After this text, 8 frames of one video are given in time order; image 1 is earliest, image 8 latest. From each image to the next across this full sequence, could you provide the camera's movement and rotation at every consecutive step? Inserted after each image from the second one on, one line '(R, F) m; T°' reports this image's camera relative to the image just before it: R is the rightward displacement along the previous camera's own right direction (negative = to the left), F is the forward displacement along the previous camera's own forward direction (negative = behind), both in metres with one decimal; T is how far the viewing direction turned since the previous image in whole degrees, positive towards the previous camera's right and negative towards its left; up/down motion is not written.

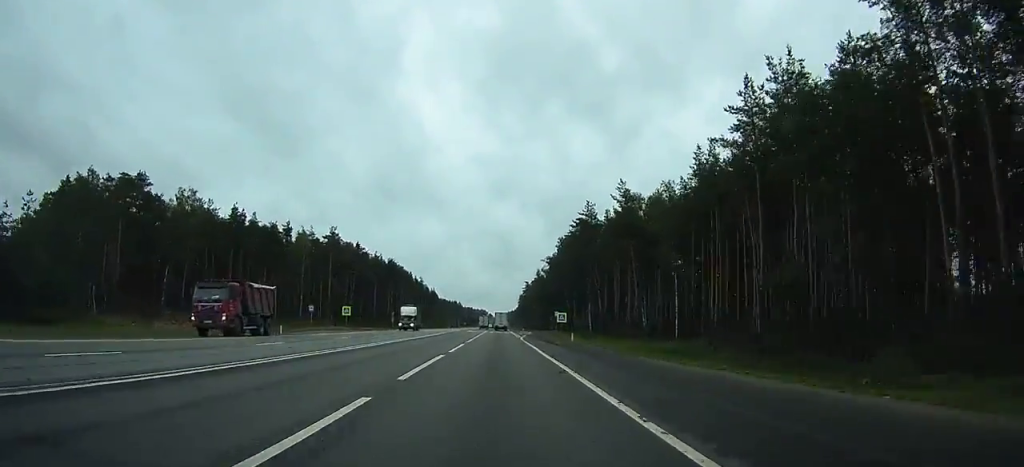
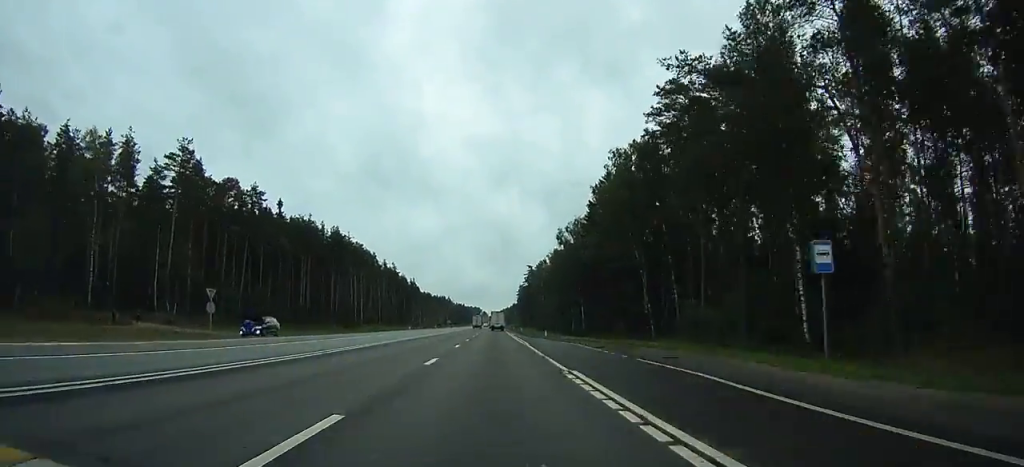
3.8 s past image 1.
(+0.1, +73.0) m; 0°
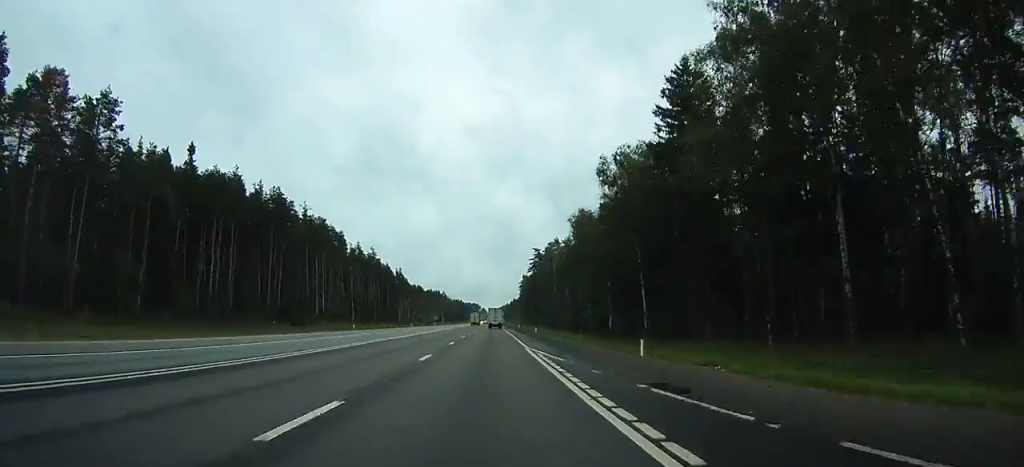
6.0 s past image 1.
(+0.2, +39.9) m; 0°
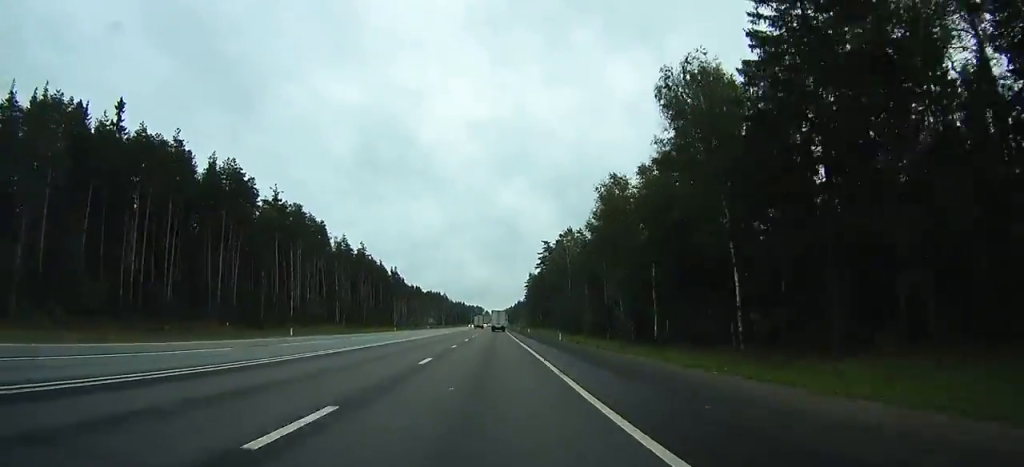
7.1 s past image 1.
(0.0, +20.7) m; 0°
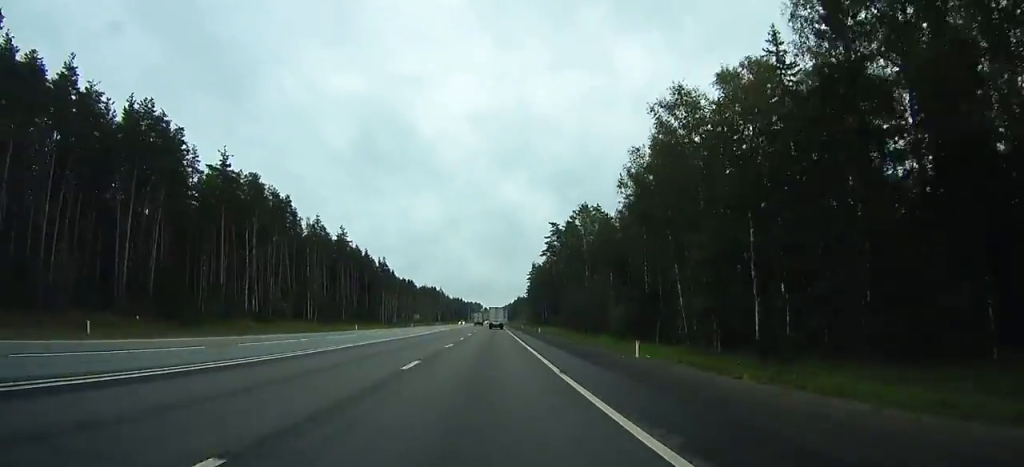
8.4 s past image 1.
(0.0, +24.2) m; 0°
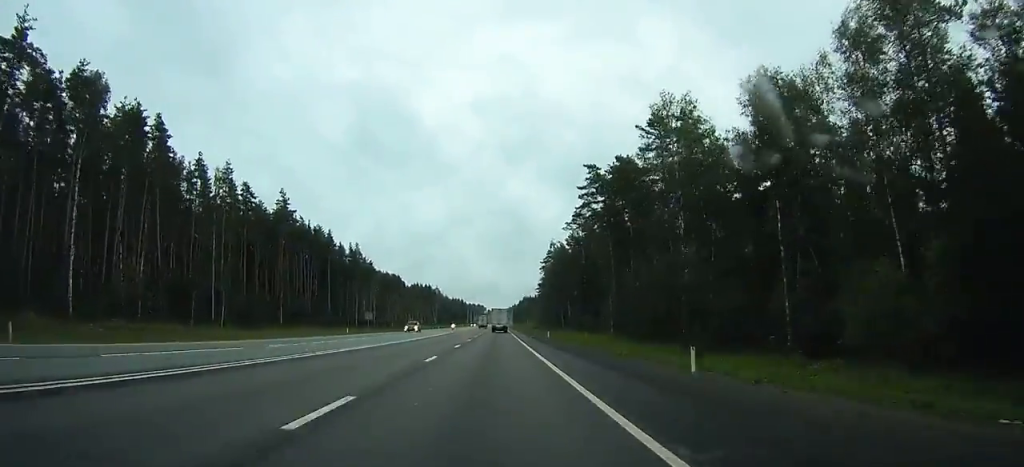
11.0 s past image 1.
(-0.1, +52.8) m; 0°
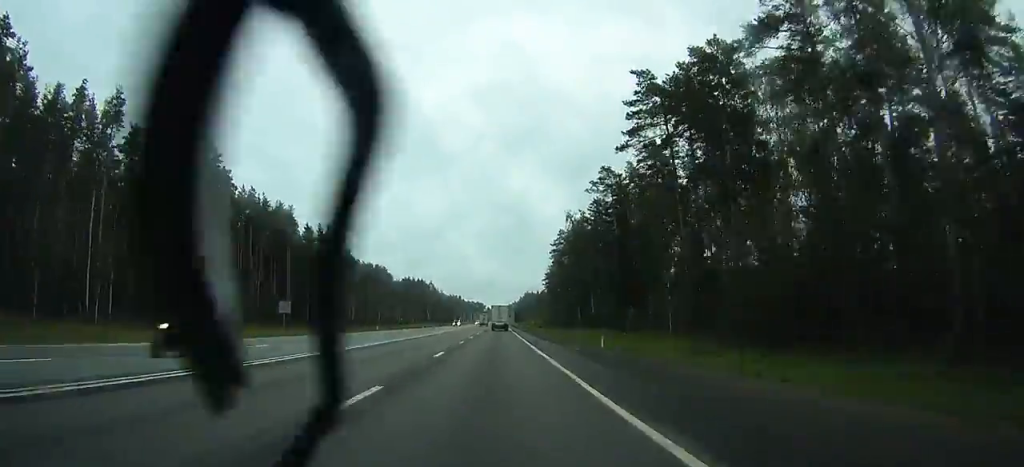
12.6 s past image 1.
(-0.1, +34.1) m; 0°
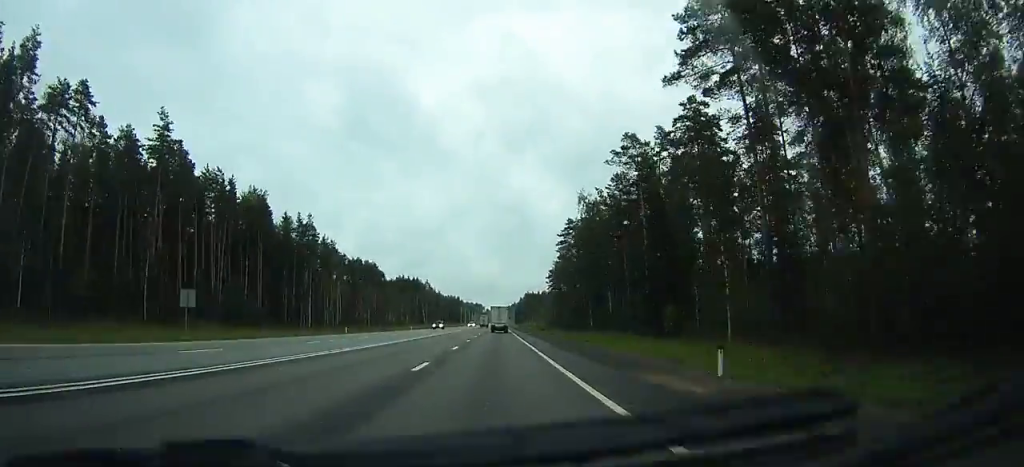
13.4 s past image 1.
(0.0, +17.2) m; 0°
